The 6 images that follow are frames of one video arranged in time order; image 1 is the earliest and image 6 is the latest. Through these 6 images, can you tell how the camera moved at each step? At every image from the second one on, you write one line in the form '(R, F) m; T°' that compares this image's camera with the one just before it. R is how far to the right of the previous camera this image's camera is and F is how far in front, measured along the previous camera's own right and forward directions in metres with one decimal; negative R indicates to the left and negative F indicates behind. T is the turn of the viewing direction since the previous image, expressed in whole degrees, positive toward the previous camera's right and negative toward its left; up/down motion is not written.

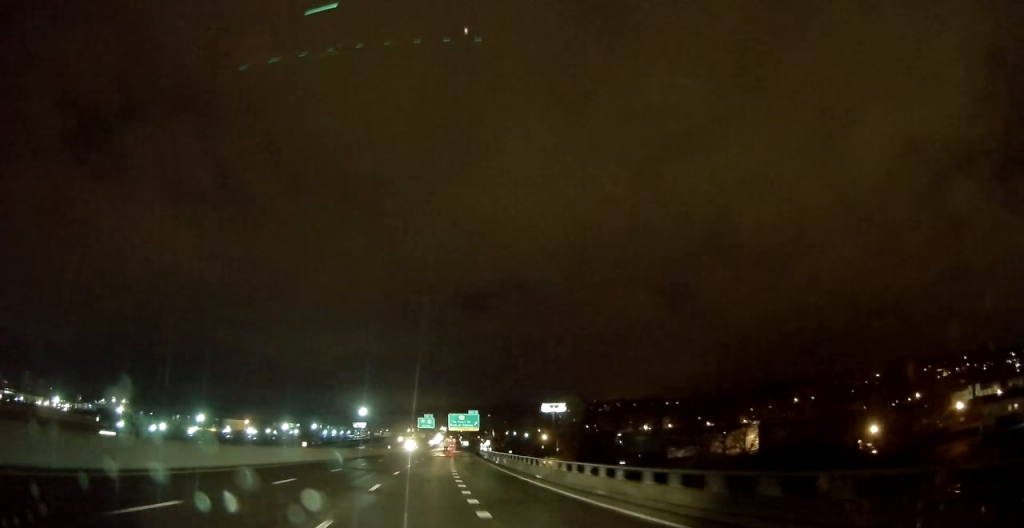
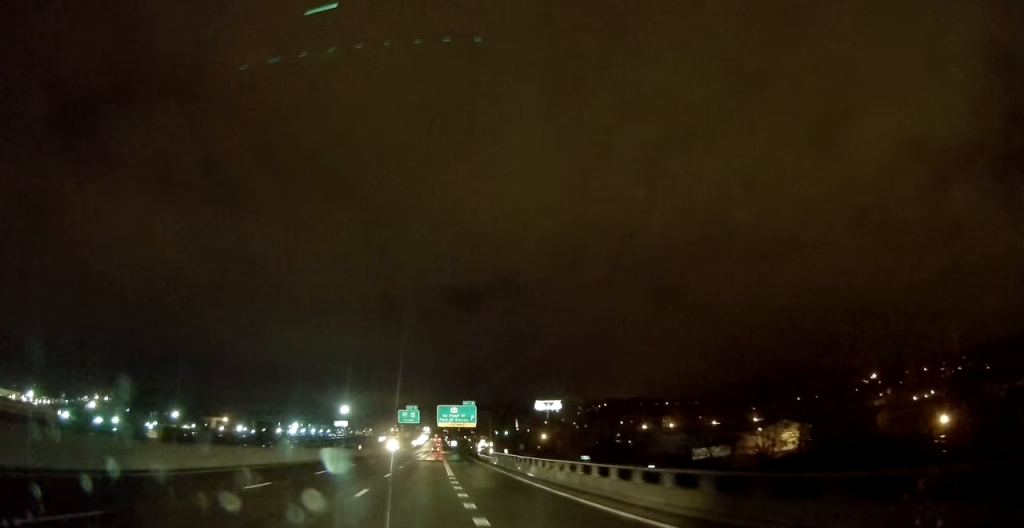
(+0.2, +27.1) m; +2°
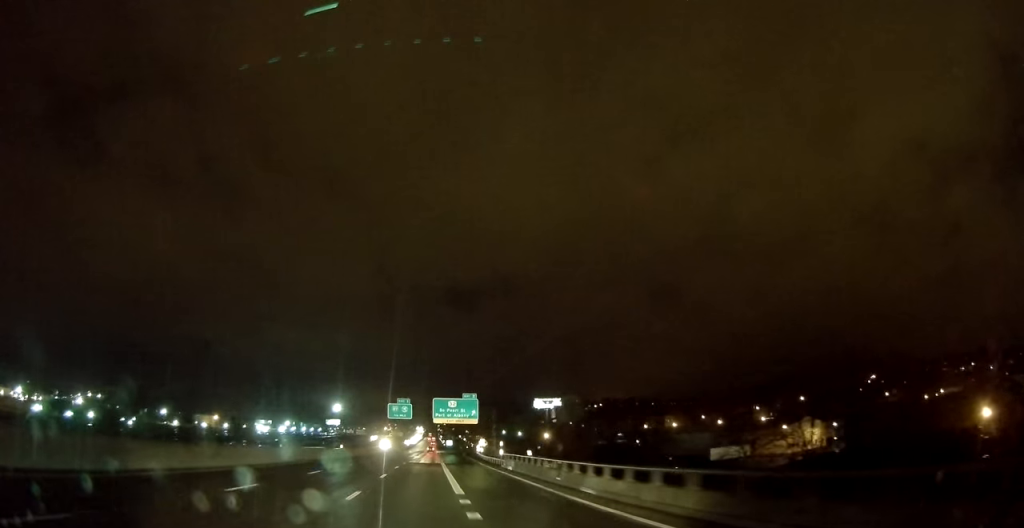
(+0.2, +13.5) m; +1°
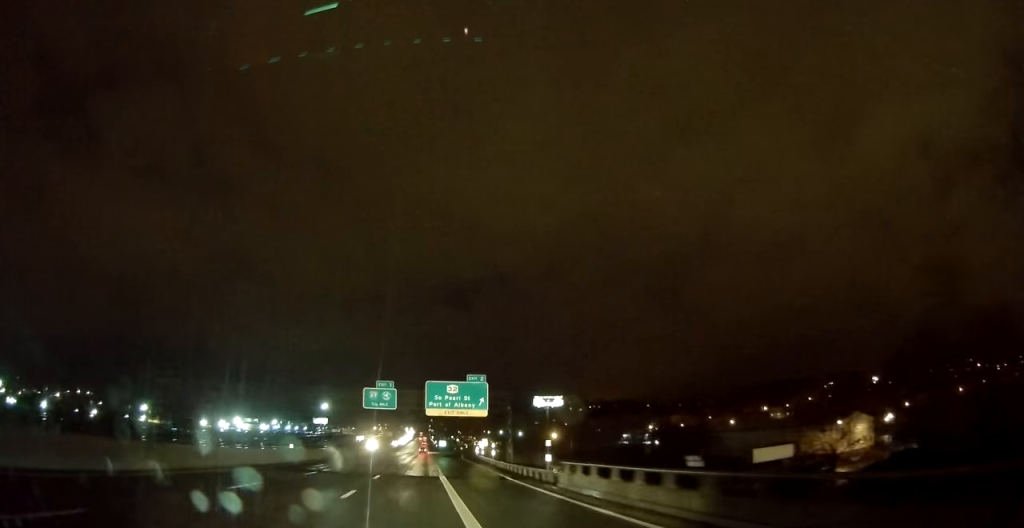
(+0.2, +24.4) m; 0°
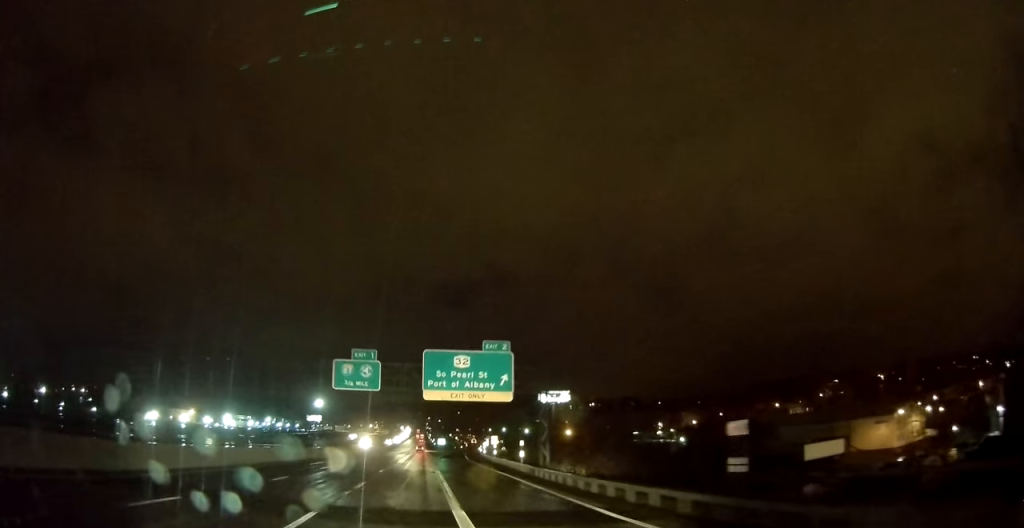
(0.0, +19.2) m; 0°
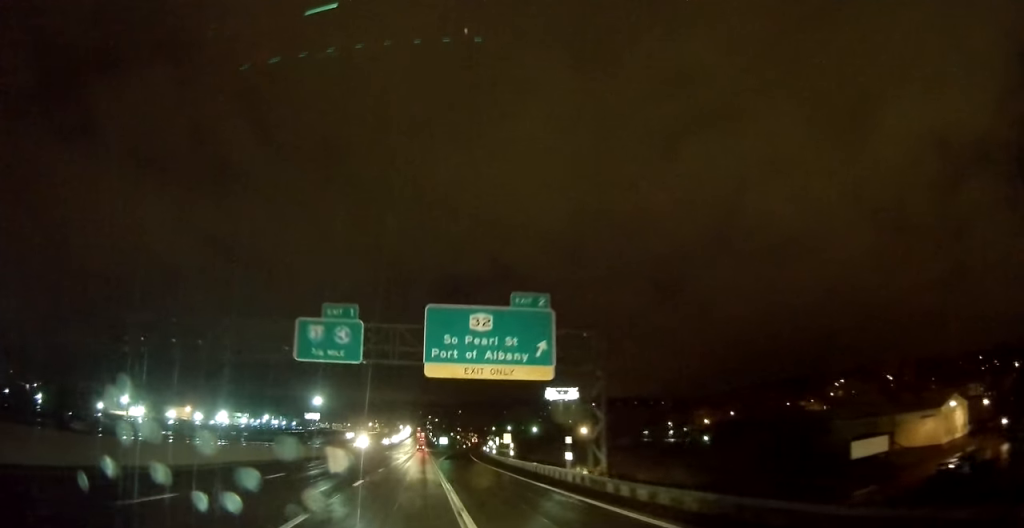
(0.0, +13.3) m; 0°
